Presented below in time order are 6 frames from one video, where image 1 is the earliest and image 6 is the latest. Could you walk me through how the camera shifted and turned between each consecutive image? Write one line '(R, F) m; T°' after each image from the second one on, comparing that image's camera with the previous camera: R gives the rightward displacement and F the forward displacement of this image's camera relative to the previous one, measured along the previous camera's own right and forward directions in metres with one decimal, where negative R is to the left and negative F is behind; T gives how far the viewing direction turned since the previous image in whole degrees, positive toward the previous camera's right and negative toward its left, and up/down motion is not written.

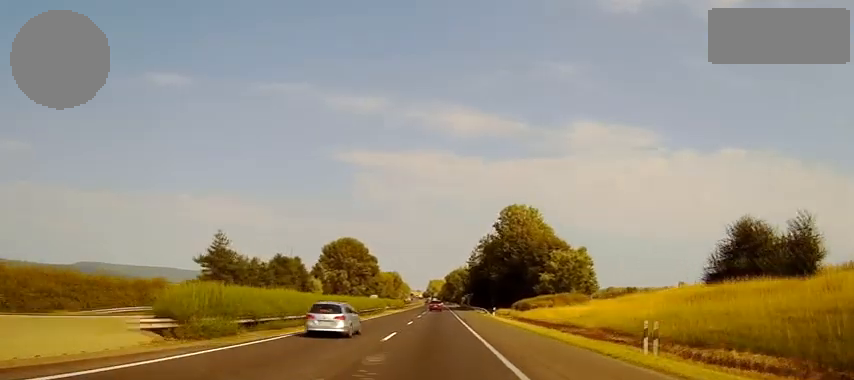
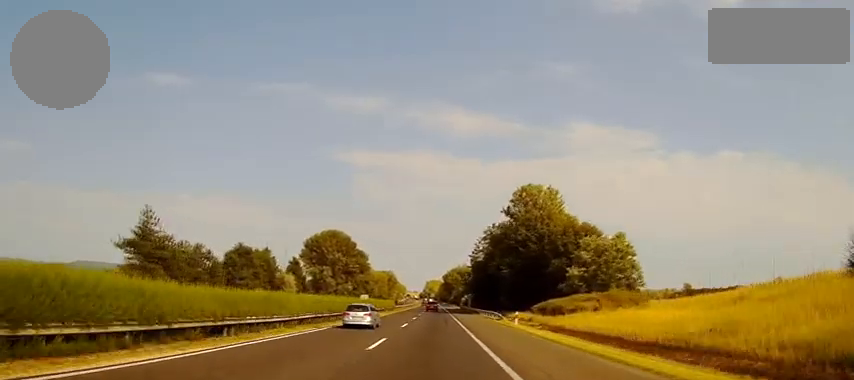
(-0.2, +21.2) m; 0°
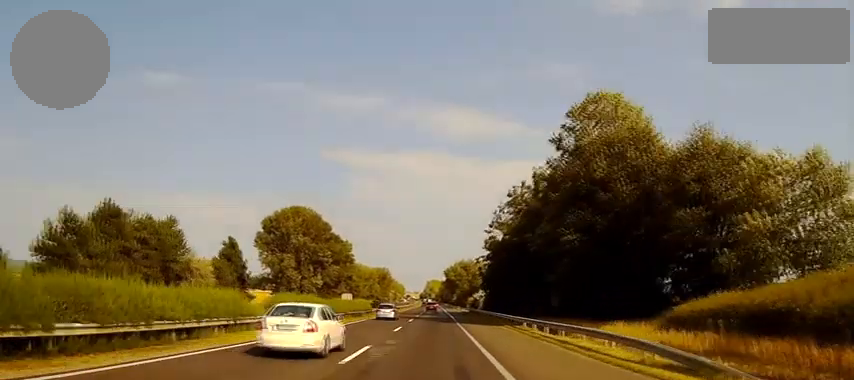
(+0.4, +40.4) m; 0°
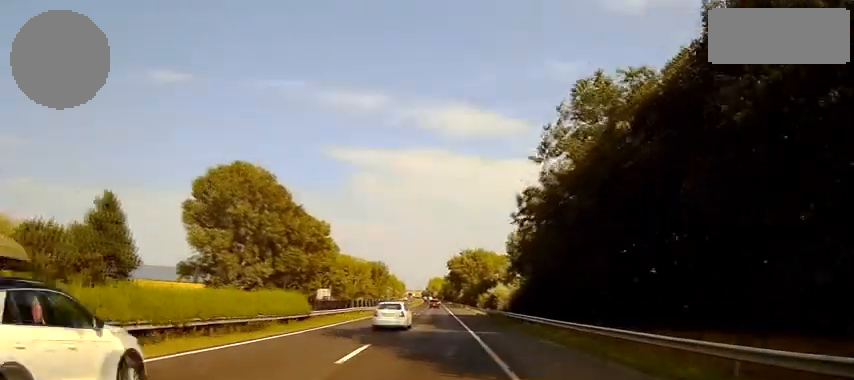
(0.0, +36.6) m; 0°
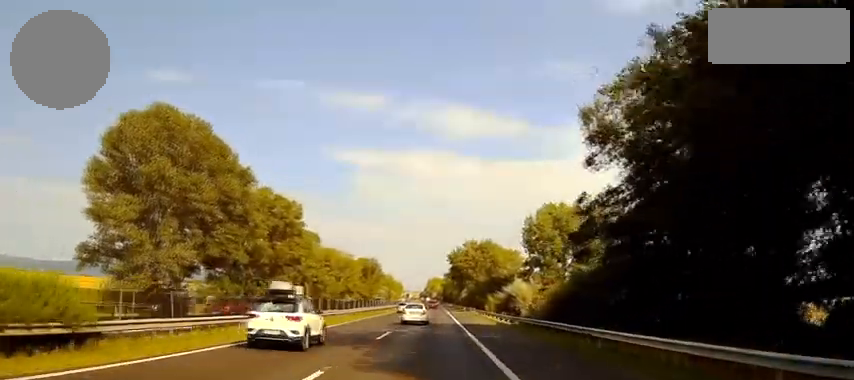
(0.0, +25.5) m; 0°
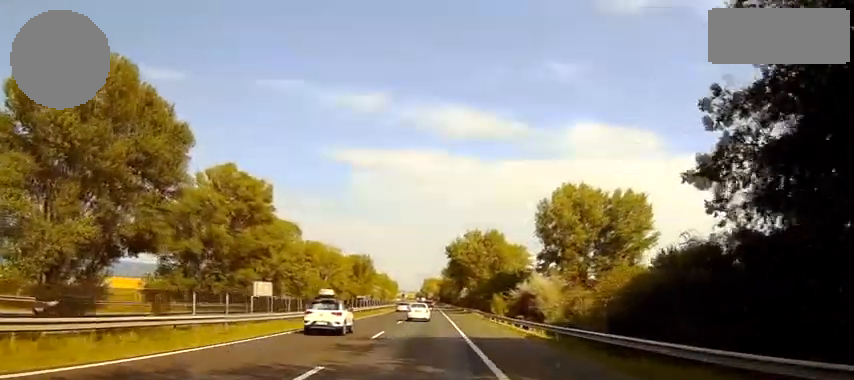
(0.0, +17.3) m; 0°
